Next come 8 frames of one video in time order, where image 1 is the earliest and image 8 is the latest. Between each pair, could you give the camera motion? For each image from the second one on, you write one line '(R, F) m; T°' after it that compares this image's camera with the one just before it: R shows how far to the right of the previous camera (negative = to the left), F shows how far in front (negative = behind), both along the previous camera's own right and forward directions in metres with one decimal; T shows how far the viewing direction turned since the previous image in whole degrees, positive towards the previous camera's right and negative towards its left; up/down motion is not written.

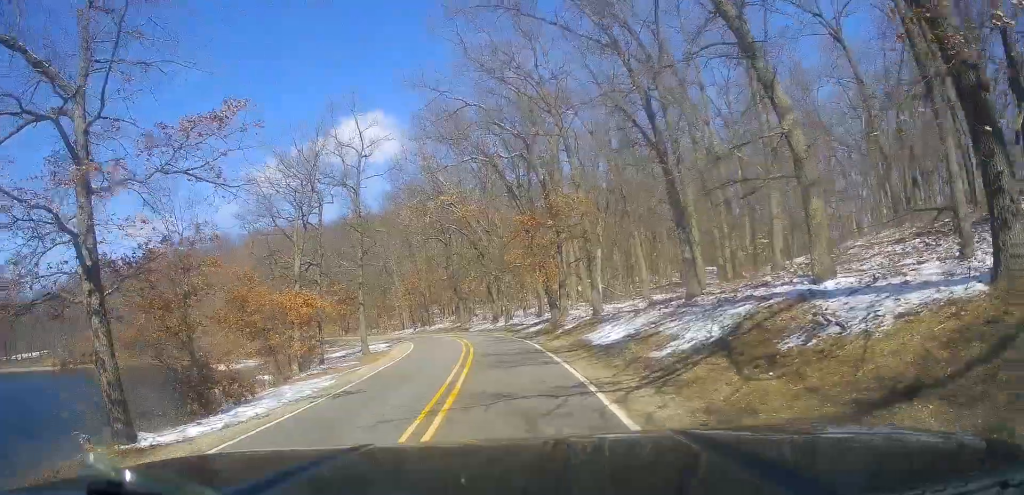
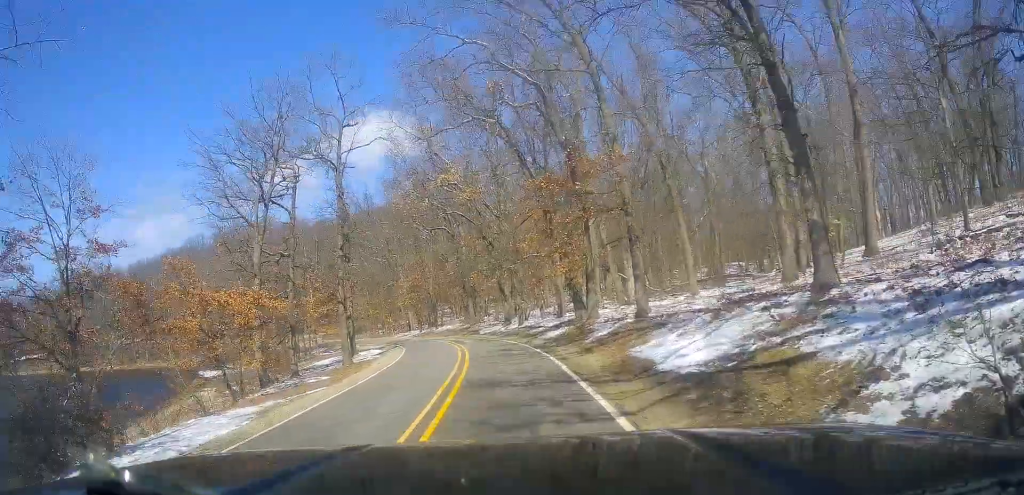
(+0.5, +7.5) m; -5°
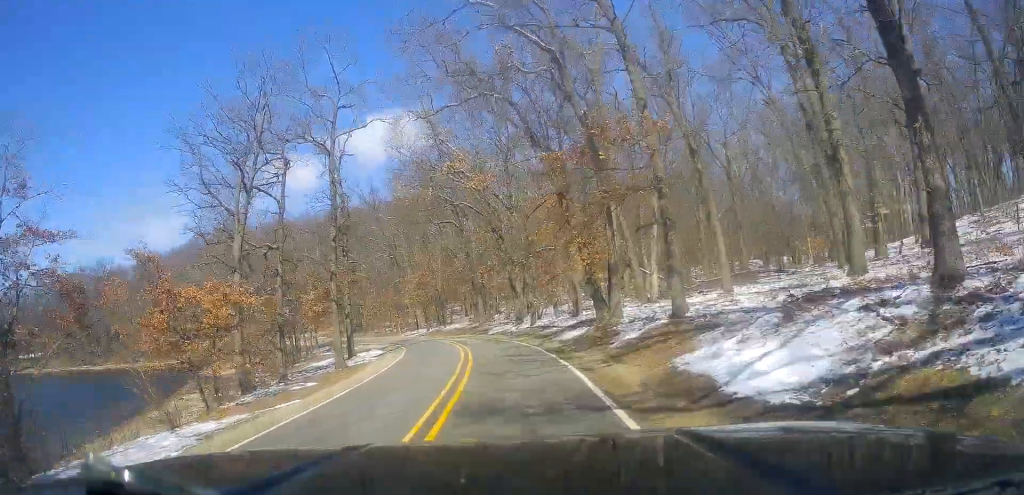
(-0.3, +3.4) m; -2°
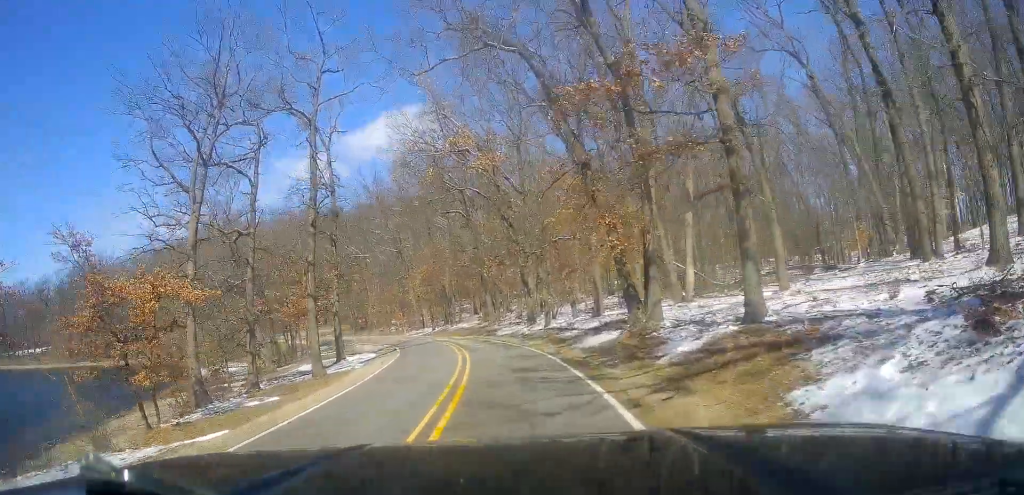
(-0.7, +5.0) m; -2°
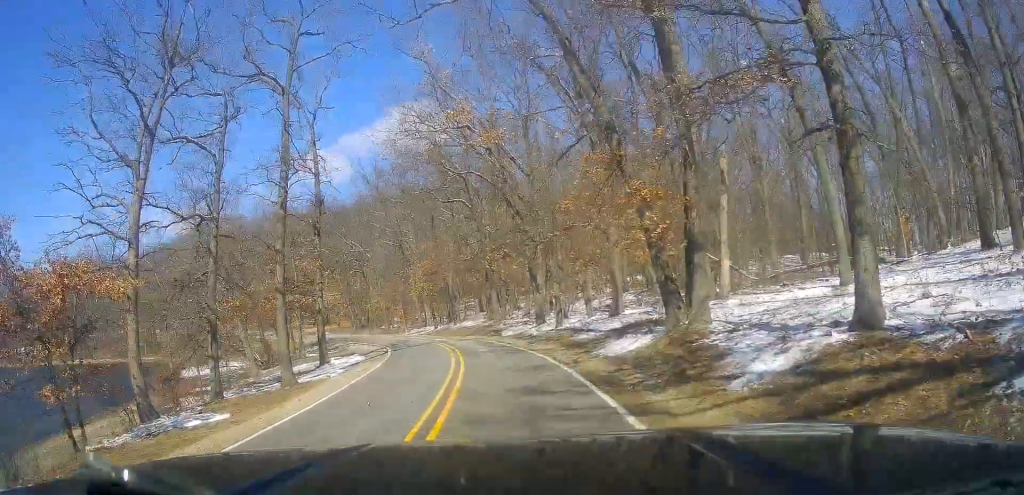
(+0.4, +4.1) m; 0°
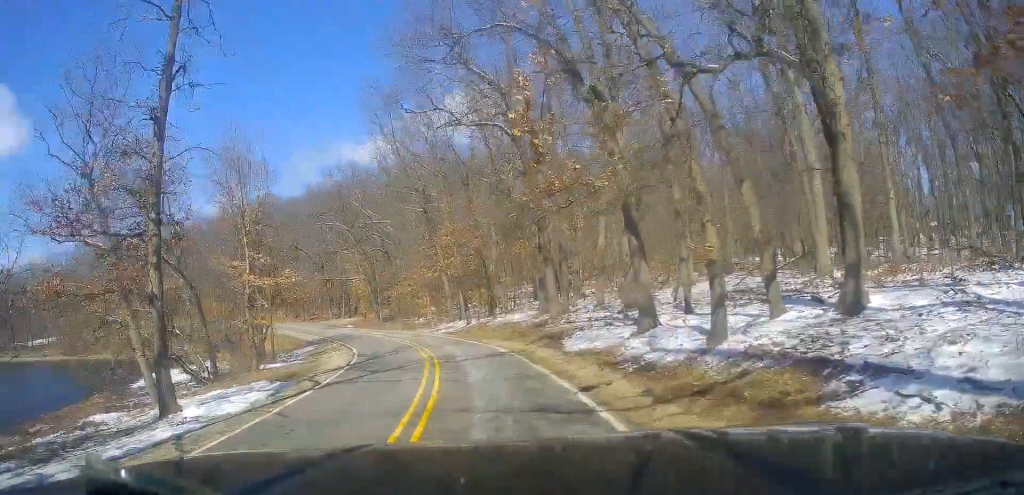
(-0.4, +18.1) m; -3°
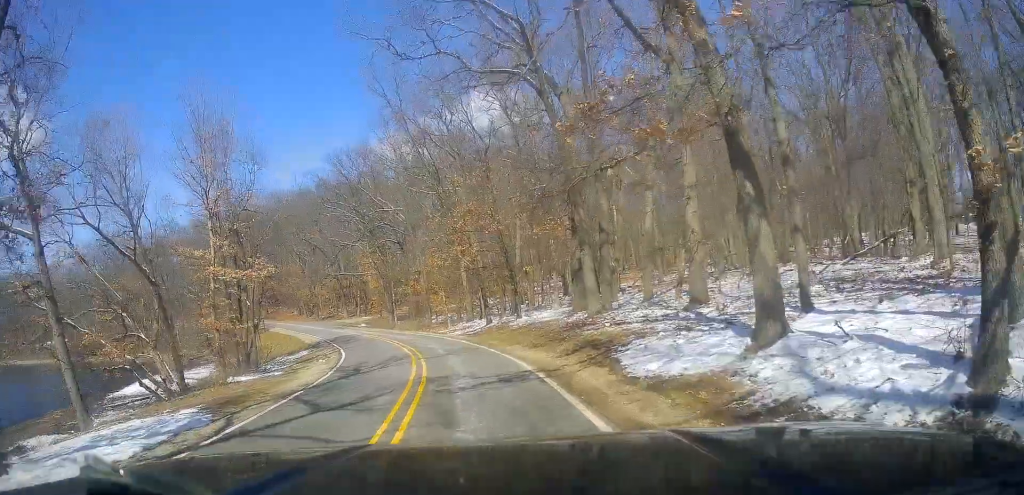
(-0.3, +6.8) m; -2°
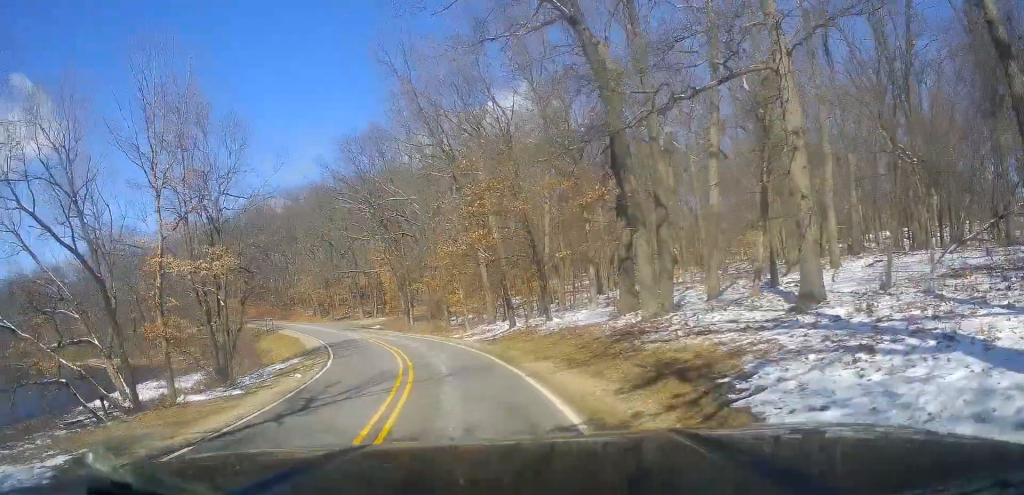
(-0.1, +6.3) m; -3°
